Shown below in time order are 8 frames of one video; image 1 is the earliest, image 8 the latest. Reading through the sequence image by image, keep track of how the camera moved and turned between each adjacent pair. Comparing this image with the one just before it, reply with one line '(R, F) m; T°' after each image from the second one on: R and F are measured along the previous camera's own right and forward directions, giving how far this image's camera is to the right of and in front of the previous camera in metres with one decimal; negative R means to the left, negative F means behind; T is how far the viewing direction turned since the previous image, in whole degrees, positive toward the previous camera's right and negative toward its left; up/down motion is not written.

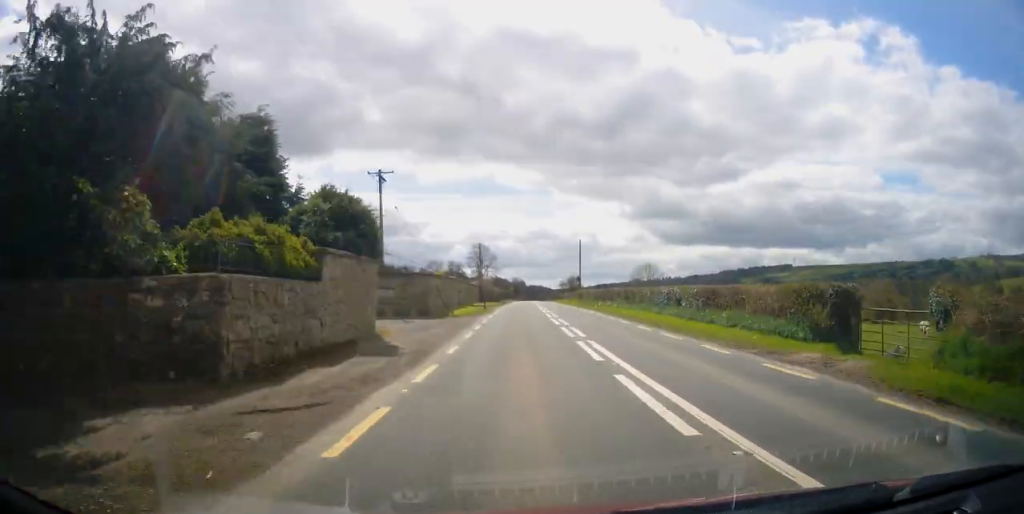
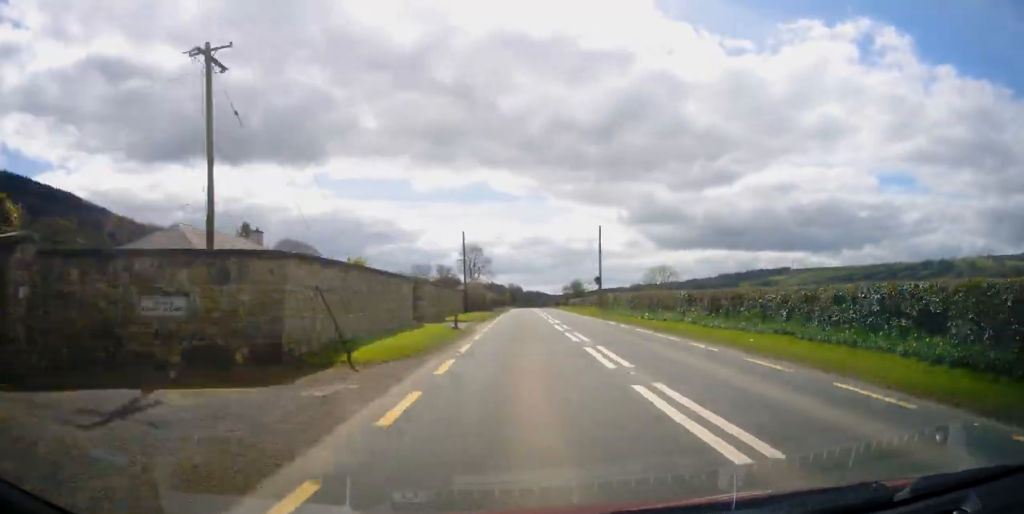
(0.0, +18.7) m; 0°
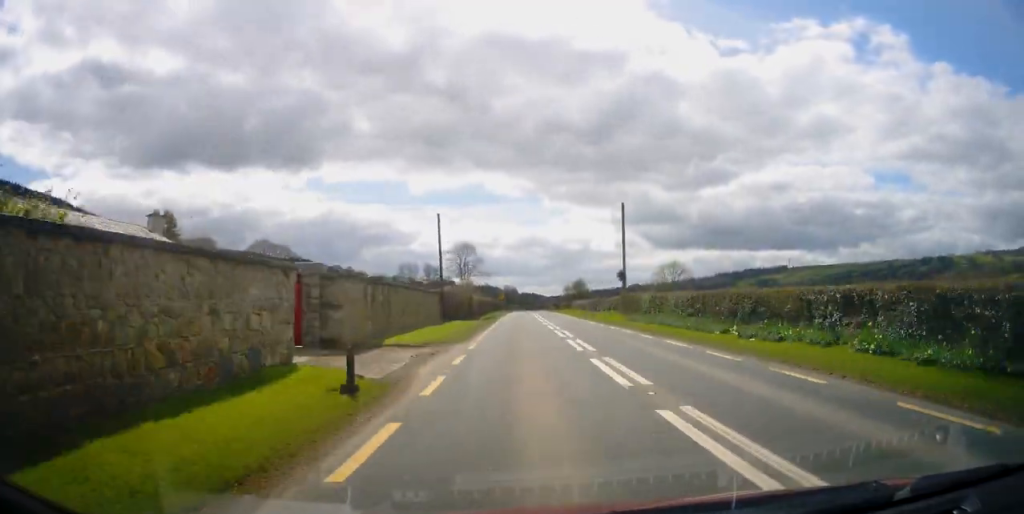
(0.0, +13.7) m; 0°
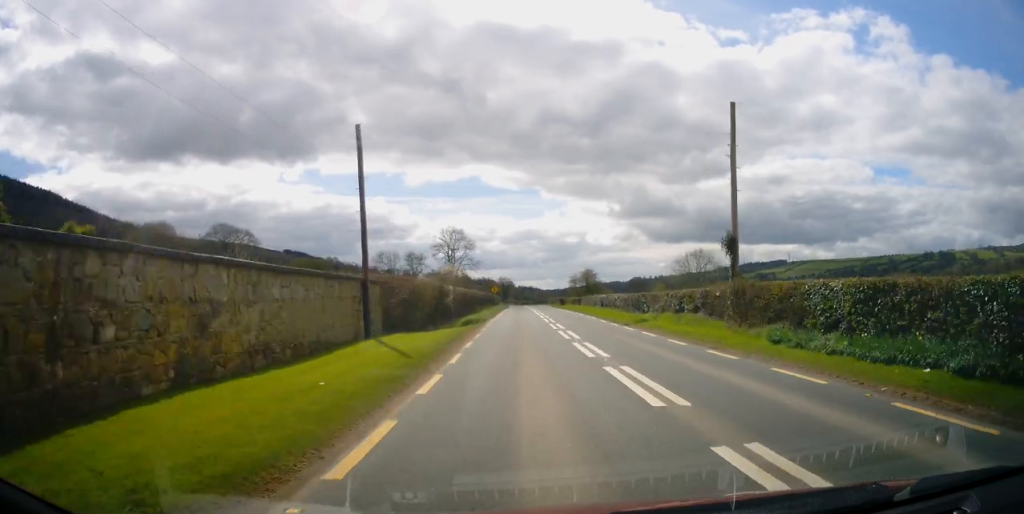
(0.0, +20.1) m; +1°
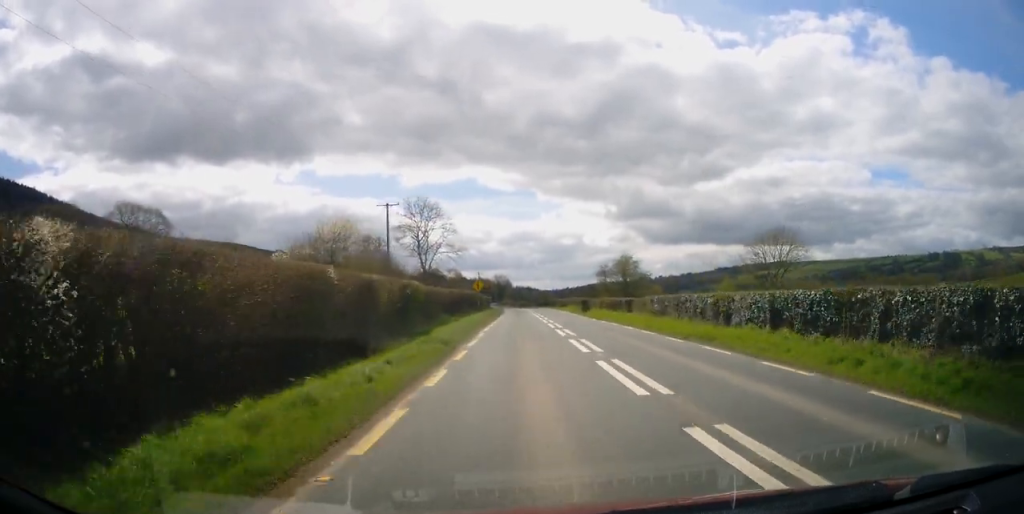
(+0.4, +35.5) m; 0°
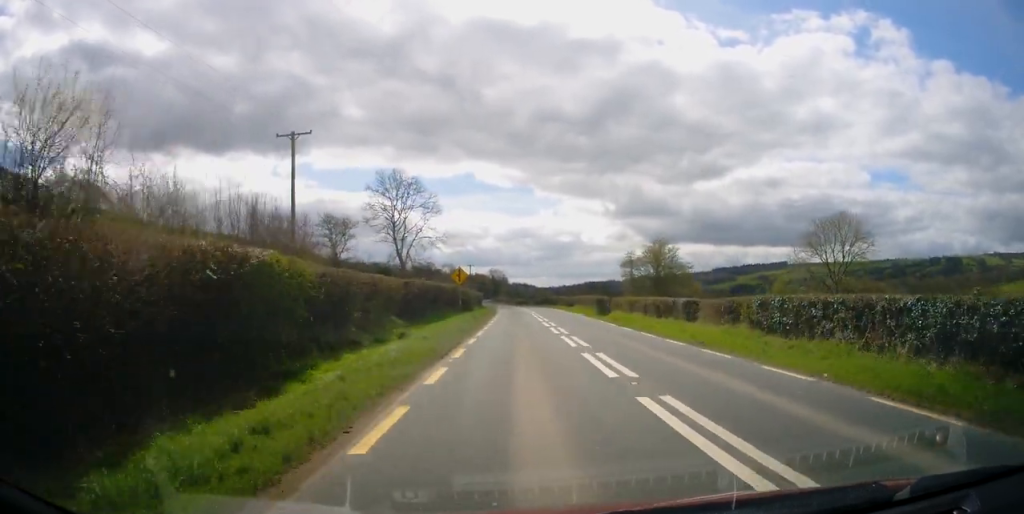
(-0.2, +16.1) m; 0°
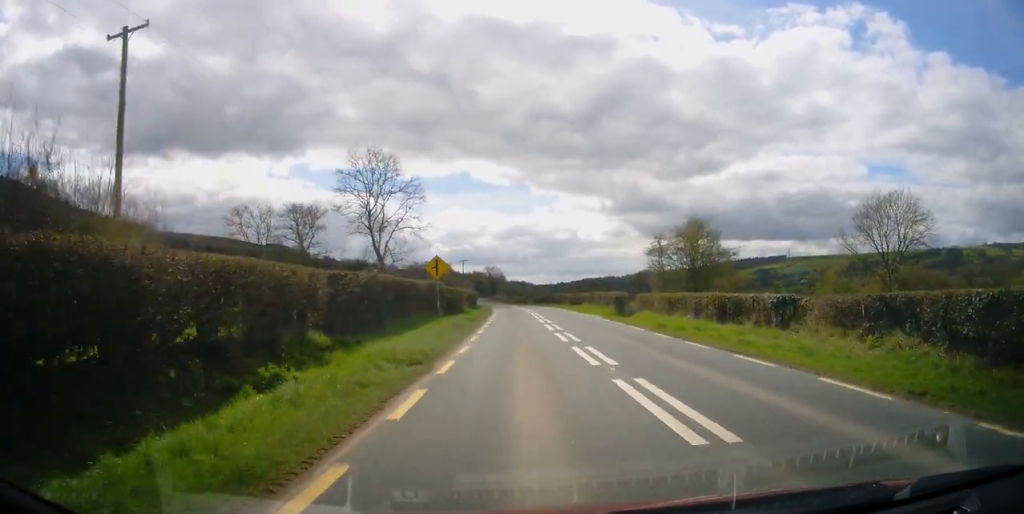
(-0.1, +10.5) m; 0°
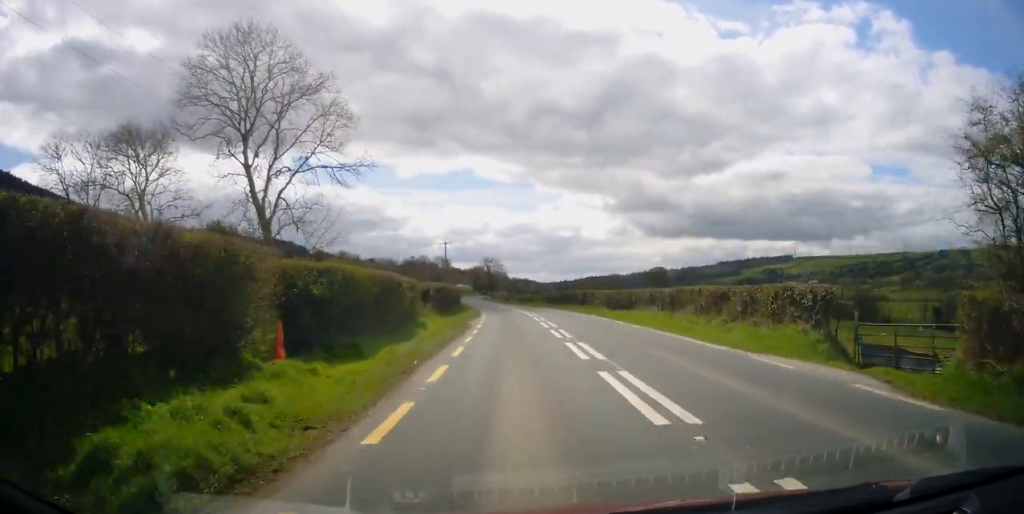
(+0.5, +29.2) m; +1°
